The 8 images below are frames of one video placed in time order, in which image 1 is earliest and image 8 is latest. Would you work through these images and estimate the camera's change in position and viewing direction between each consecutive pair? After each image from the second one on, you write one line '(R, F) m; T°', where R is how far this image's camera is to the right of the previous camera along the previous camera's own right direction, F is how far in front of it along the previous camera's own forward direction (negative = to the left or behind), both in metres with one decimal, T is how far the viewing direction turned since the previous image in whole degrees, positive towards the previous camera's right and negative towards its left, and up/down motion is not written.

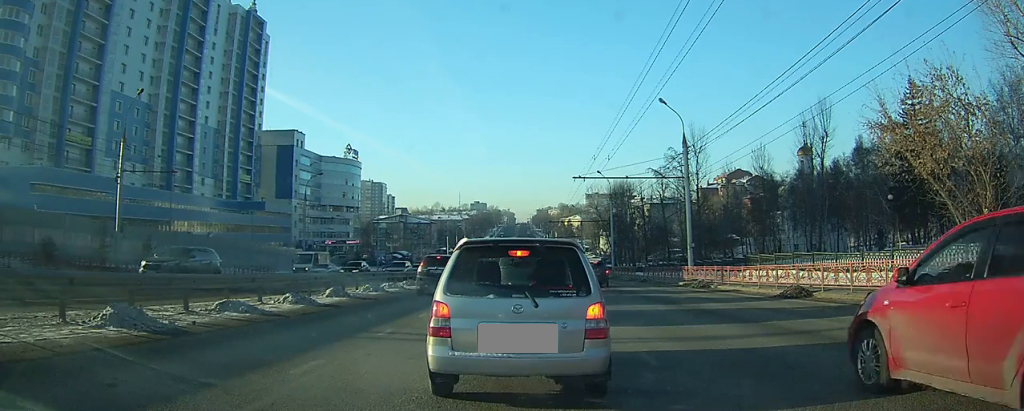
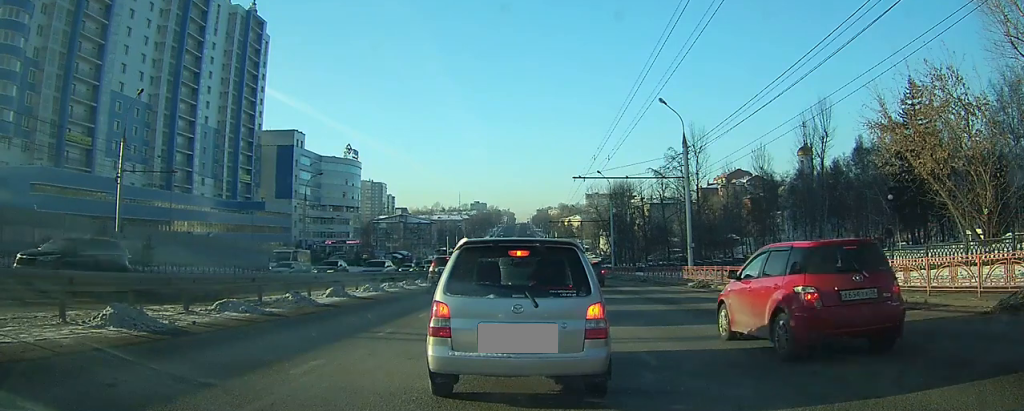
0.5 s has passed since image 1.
(0.0, 0.0) m; 0°
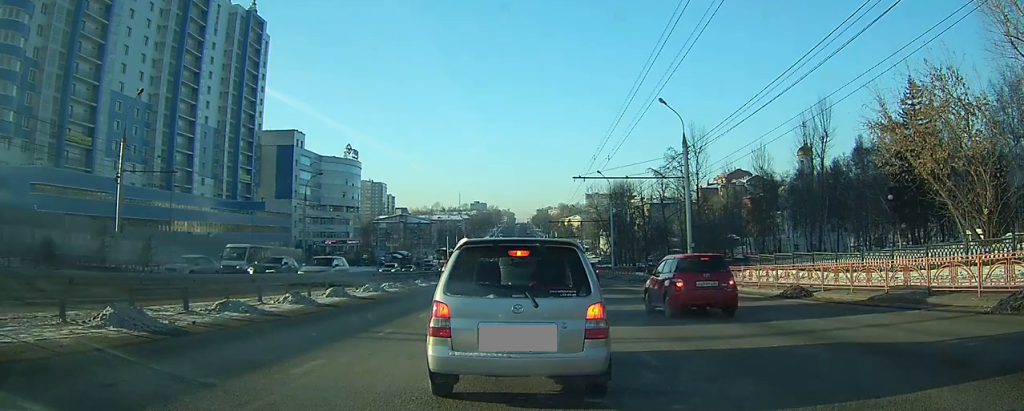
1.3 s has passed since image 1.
(0.0, 0.0) m; 0°
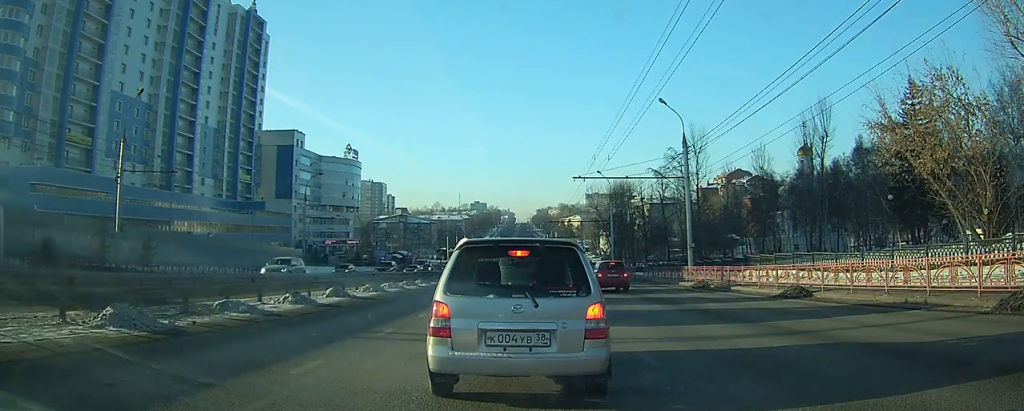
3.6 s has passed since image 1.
(0.0, 0.0) m; 0°
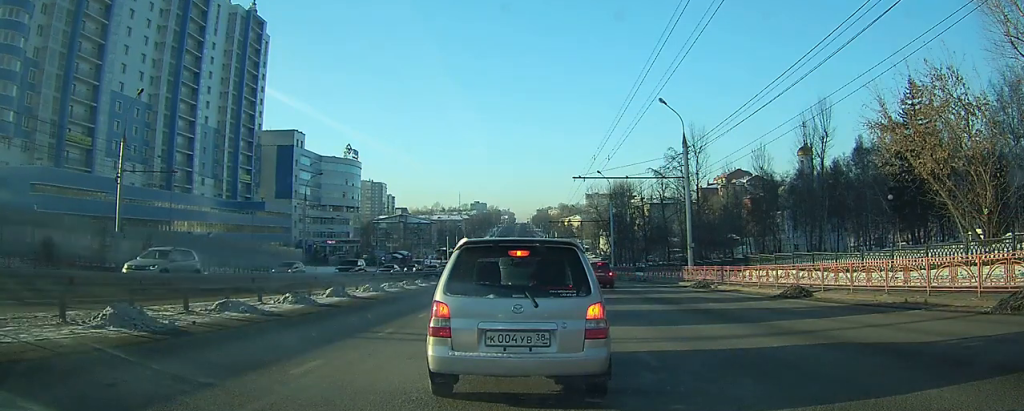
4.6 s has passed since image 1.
(0.0, 0.0) m; 0°
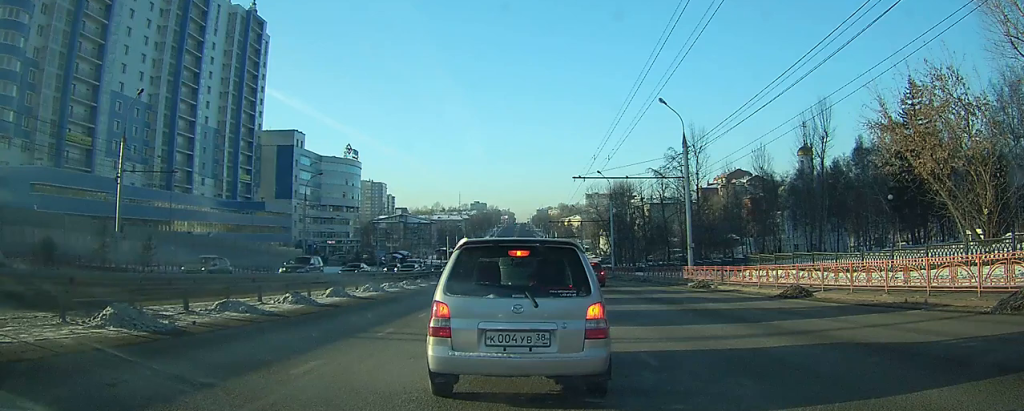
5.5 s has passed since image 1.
(0.0, 0.0) m; 0°
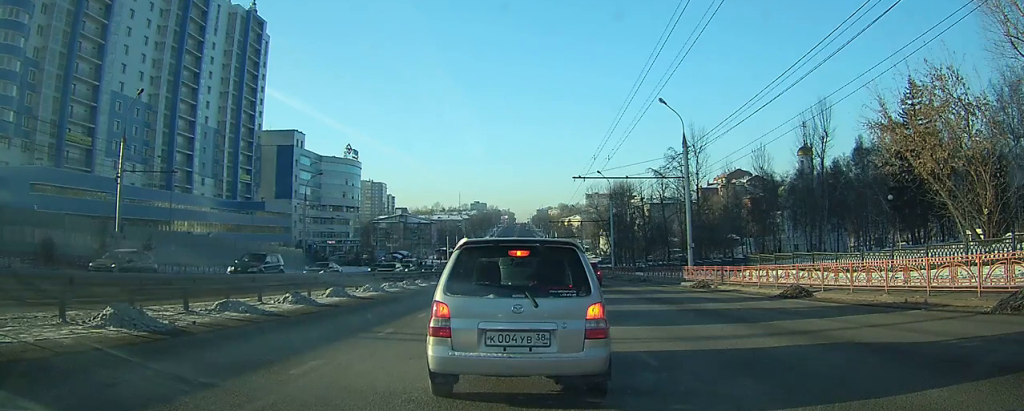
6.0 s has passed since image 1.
(0.0, 0.0) m; 0°
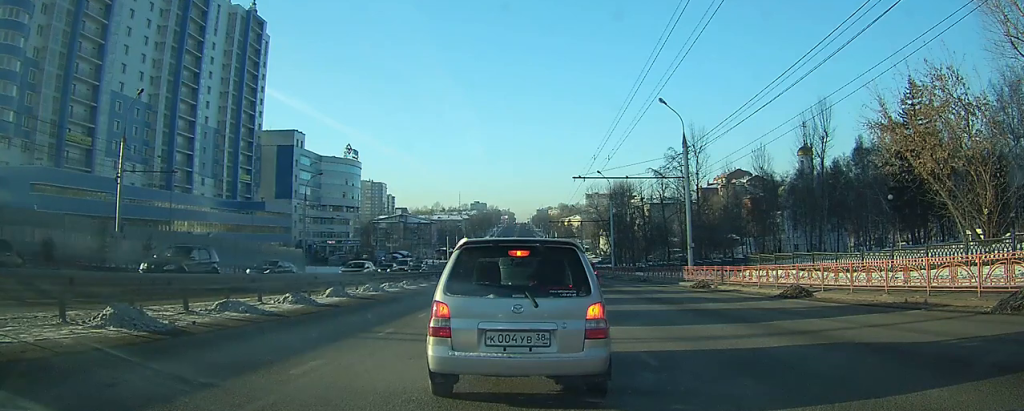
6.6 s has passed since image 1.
(0.0, 0.0) m; 0°
